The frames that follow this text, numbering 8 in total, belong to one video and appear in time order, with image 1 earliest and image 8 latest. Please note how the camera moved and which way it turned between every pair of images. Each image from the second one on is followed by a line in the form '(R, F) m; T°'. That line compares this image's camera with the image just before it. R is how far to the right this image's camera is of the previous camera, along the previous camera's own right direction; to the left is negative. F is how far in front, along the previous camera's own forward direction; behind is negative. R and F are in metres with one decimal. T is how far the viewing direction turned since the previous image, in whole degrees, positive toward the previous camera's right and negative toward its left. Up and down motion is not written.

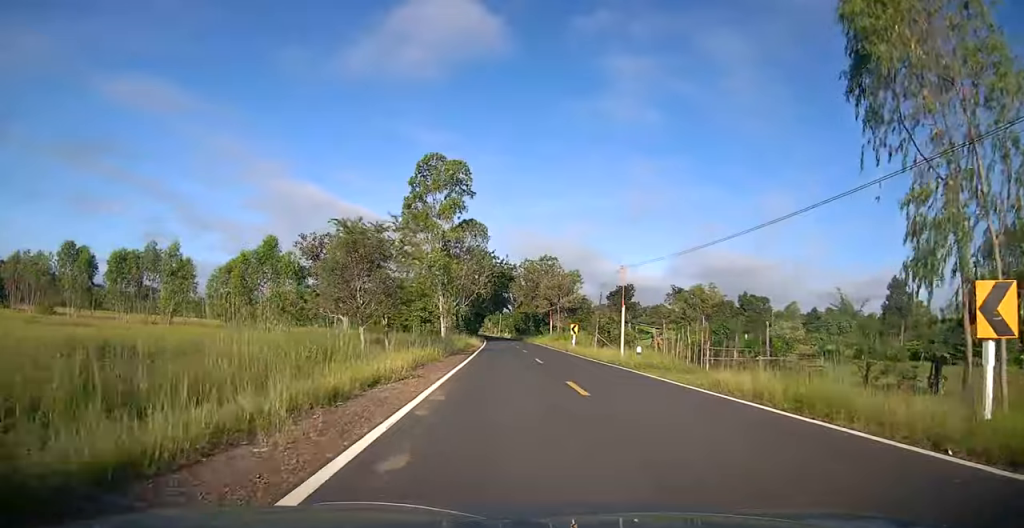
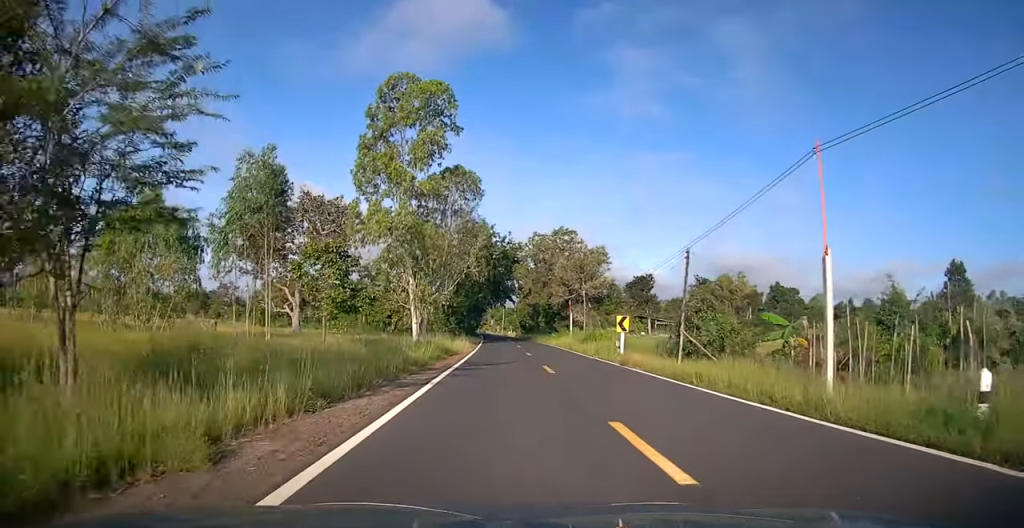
(-0.1, +18.5) m; -1°
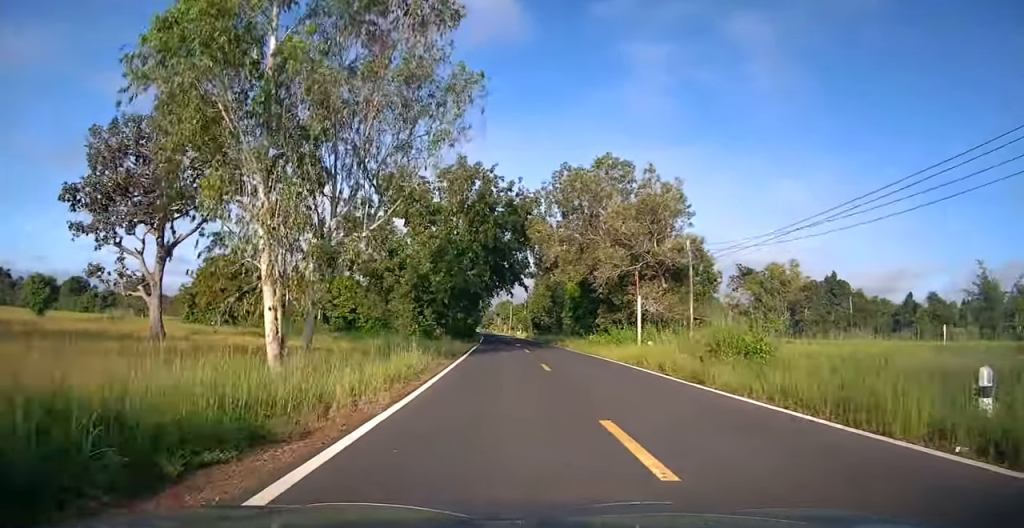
(-0.1, +24.0) m; 0°
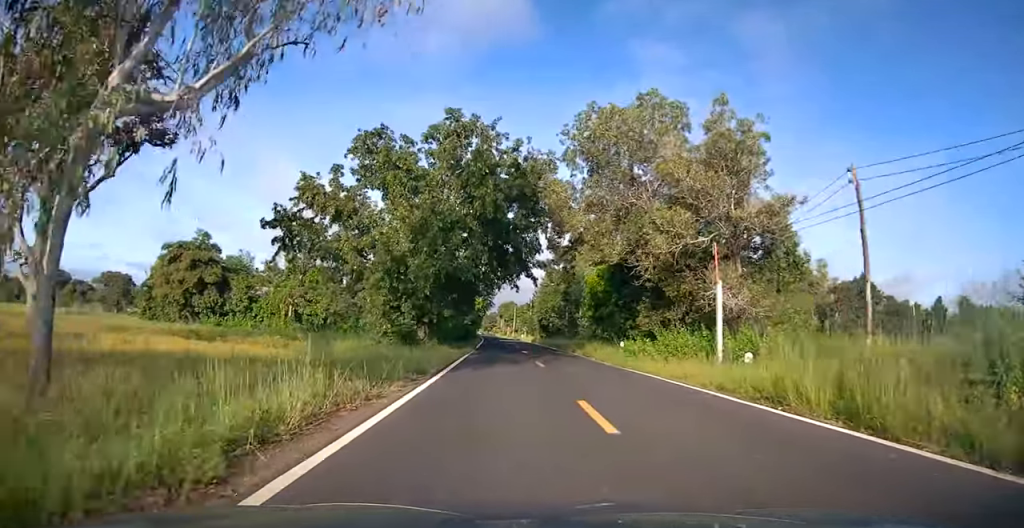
(0.0, +9.7) m; 0°
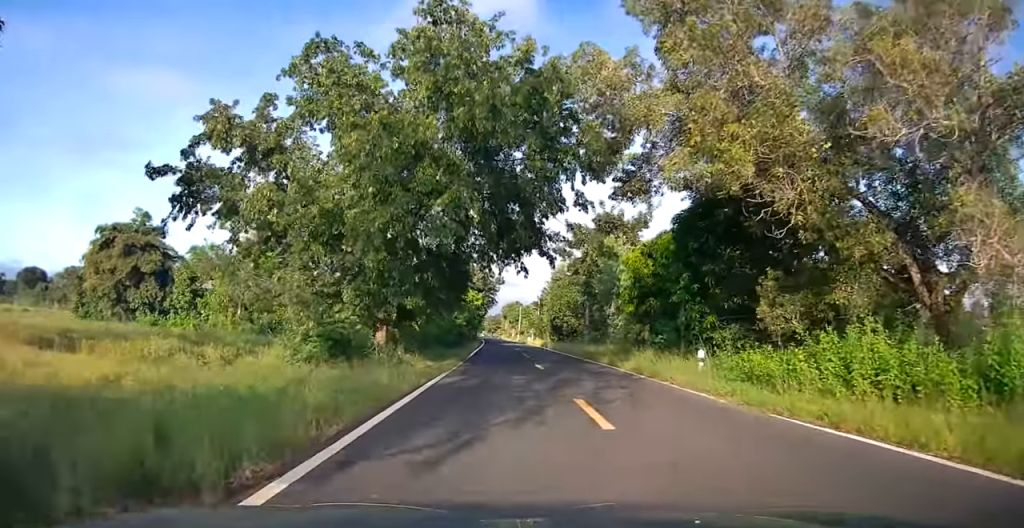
(0.0, +11.5) m; 0°
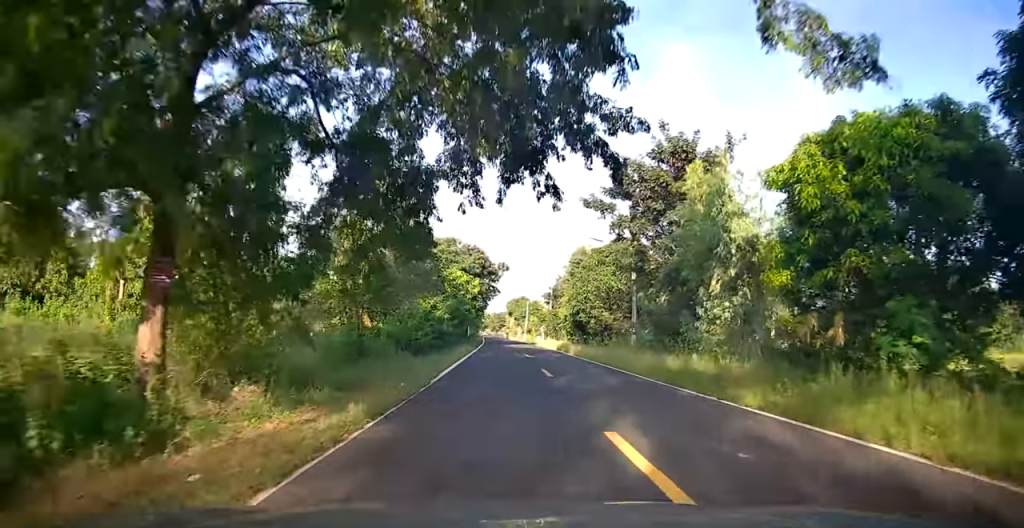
(-0.1, +14.9) m; -1°
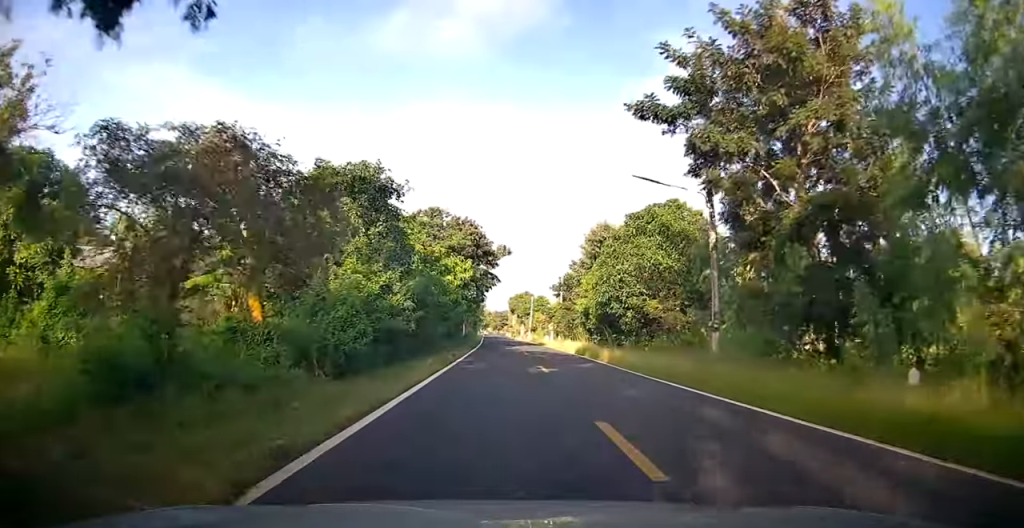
(-0.1, +11.3) m; -1°
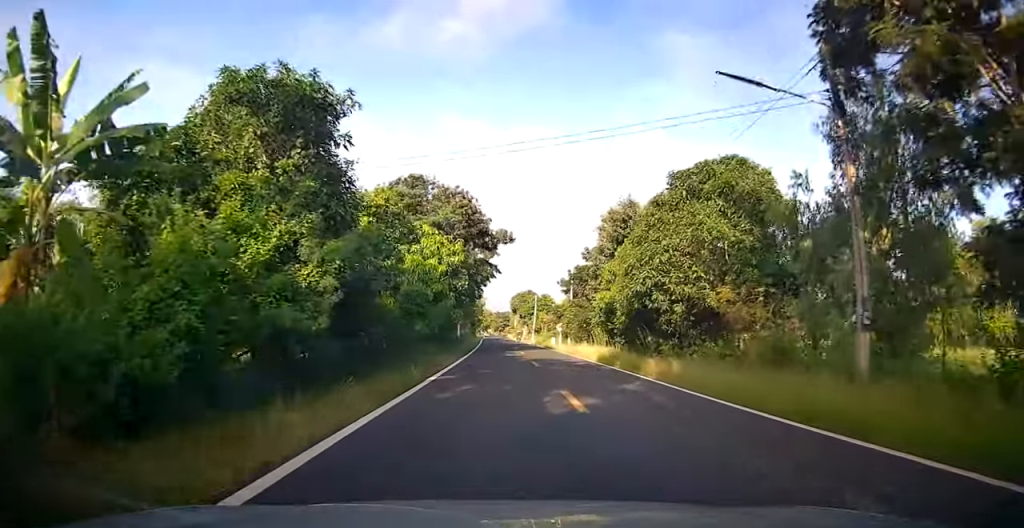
(-0.1, +7.9) m; -1°
